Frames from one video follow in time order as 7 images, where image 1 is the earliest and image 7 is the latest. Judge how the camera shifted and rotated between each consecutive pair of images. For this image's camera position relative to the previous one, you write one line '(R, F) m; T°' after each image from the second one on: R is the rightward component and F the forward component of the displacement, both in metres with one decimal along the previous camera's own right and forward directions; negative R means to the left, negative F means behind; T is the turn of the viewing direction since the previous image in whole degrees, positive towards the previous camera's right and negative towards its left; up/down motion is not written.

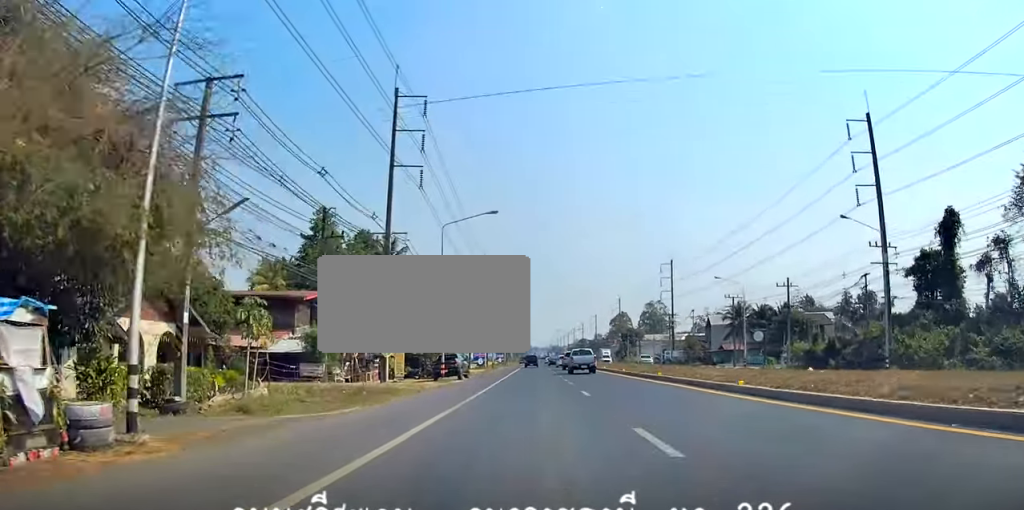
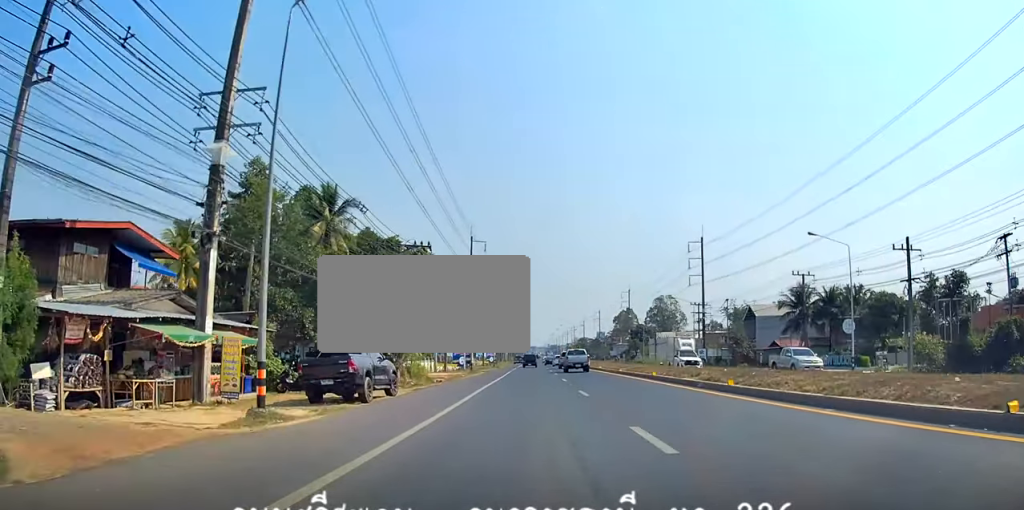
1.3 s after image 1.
(+0.4, +24.2) m; 0°
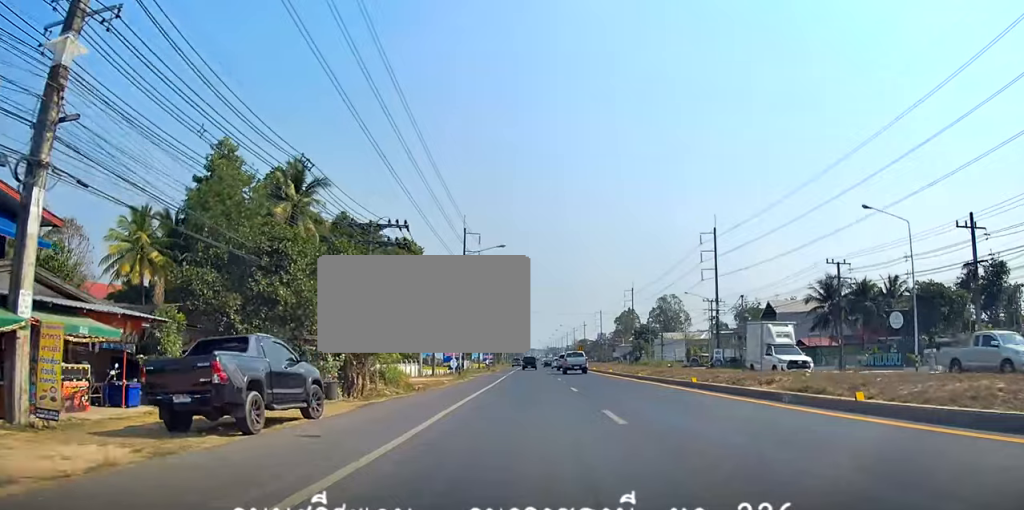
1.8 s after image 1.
(-0.2, +8.6) m; -1°
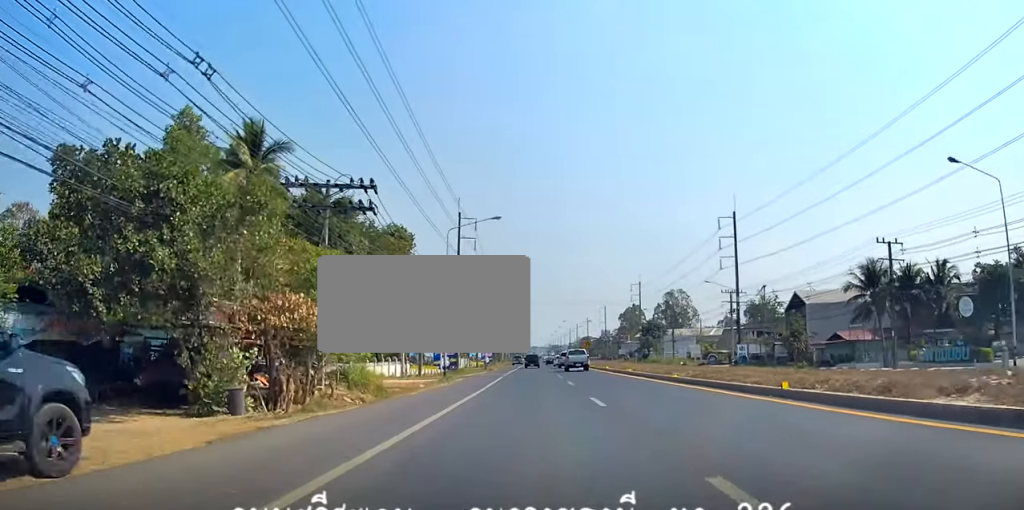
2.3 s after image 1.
(-0.1, +8.5) m; -1°
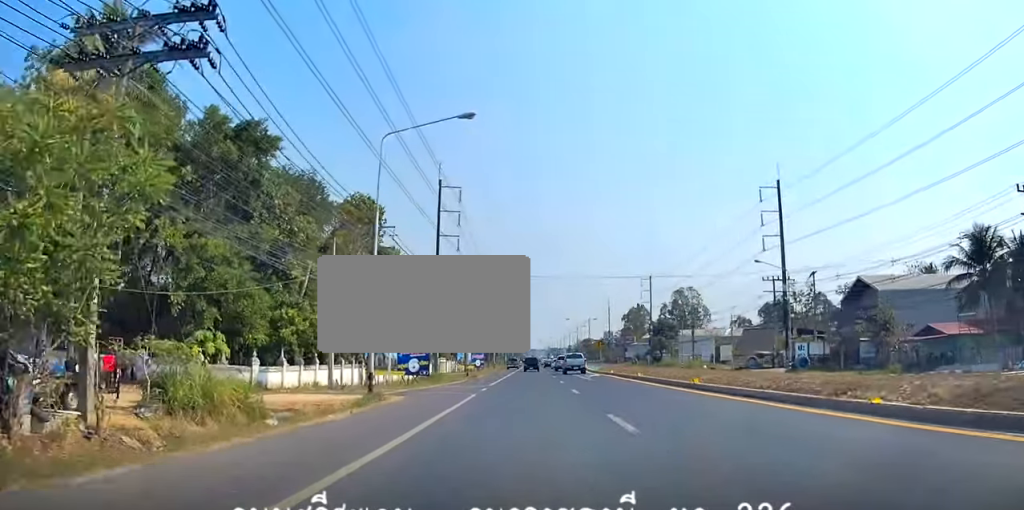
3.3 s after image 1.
(+0.1, +17.5) m; 0°
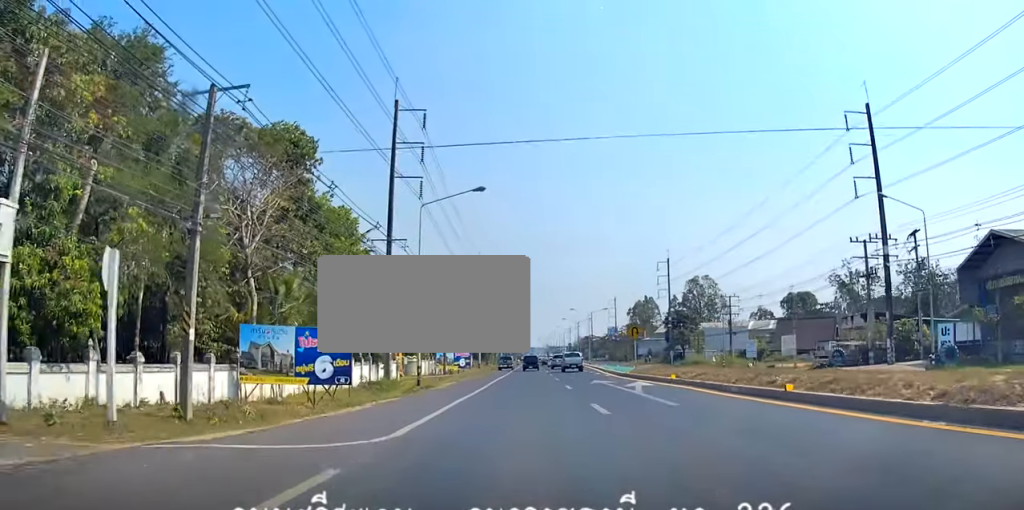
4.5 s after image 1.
(-0.1, +20.9) m; 0°
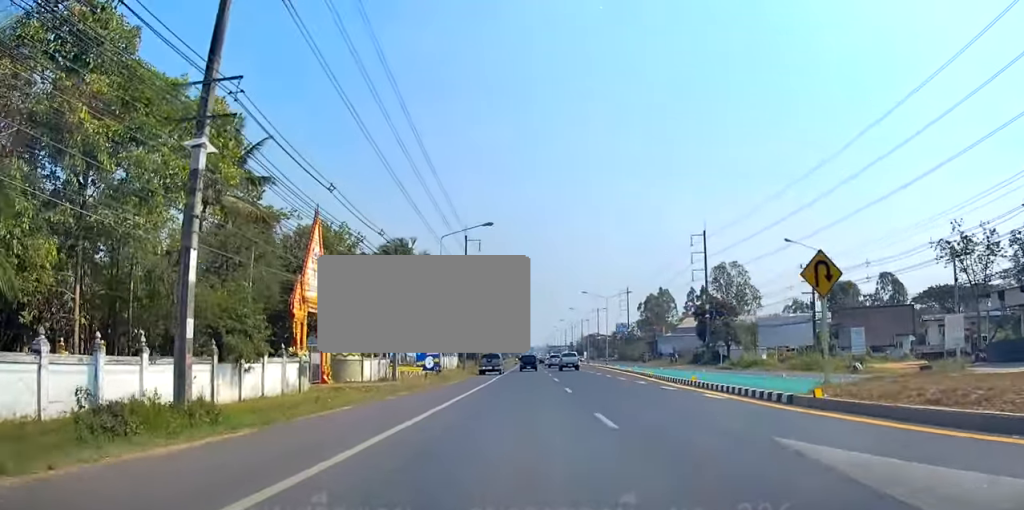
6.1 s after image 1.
(+0.1, +27.8) m; 0°
